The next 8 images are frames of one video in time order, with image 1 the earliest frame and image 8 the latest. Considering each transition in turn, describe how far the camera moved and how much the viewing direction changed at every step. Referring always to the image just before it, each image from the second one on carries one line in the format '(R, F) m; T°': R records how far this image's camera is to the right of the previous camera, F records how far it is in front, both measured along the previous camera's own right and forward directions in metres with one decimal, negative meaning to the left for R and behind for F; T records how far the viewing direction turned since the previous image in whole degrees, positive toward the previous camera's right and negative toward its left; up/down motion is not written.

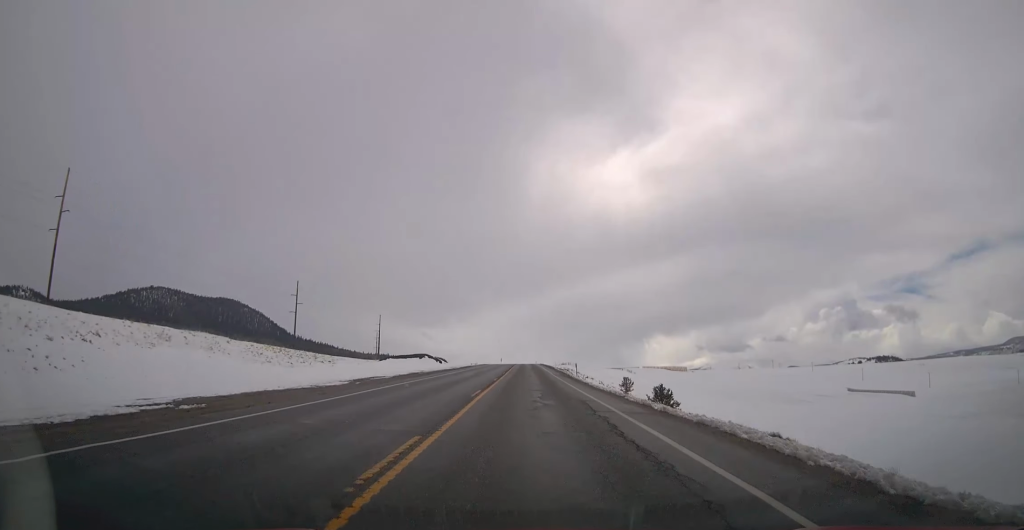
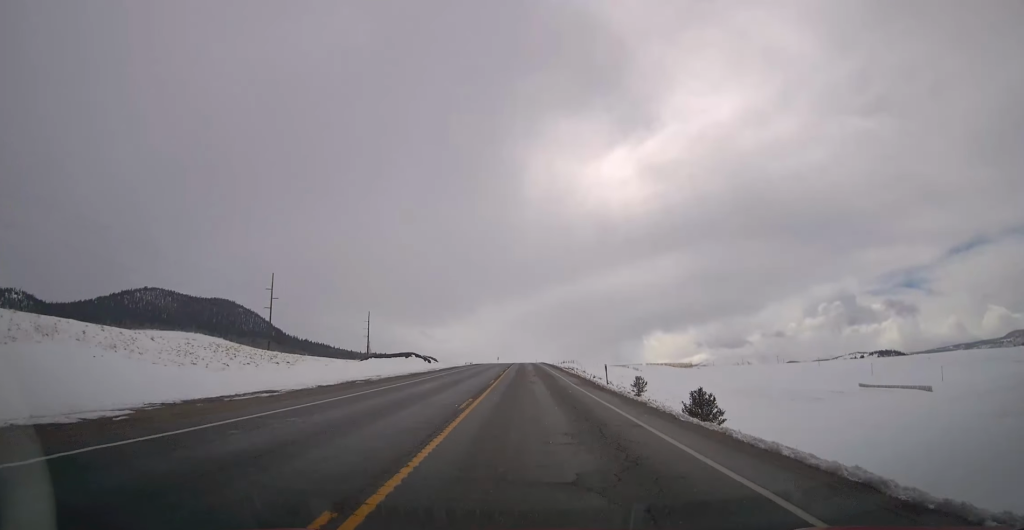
(+0.1, +16.1) m; -1°
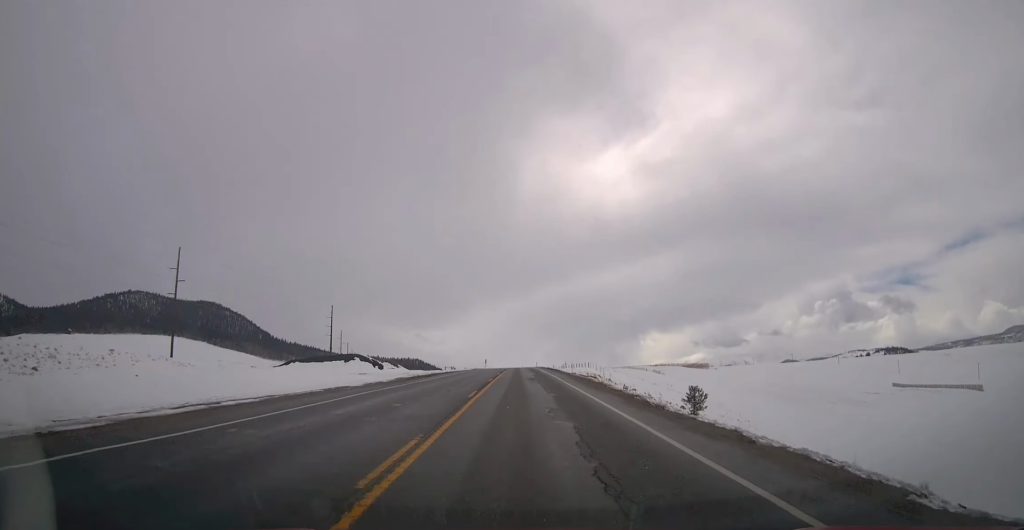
(-0.6, +44.8) m; -1°
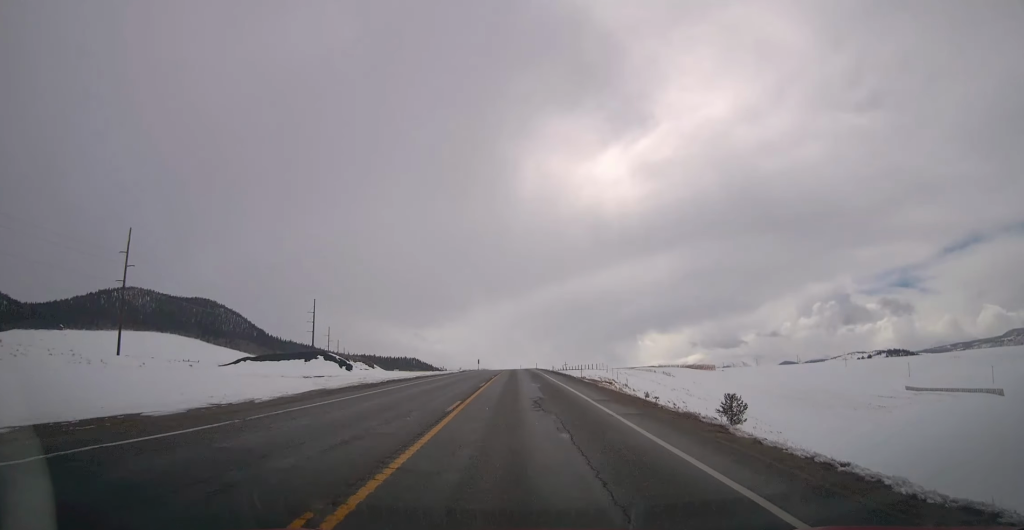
(+0.1, +16.3) m; 0°
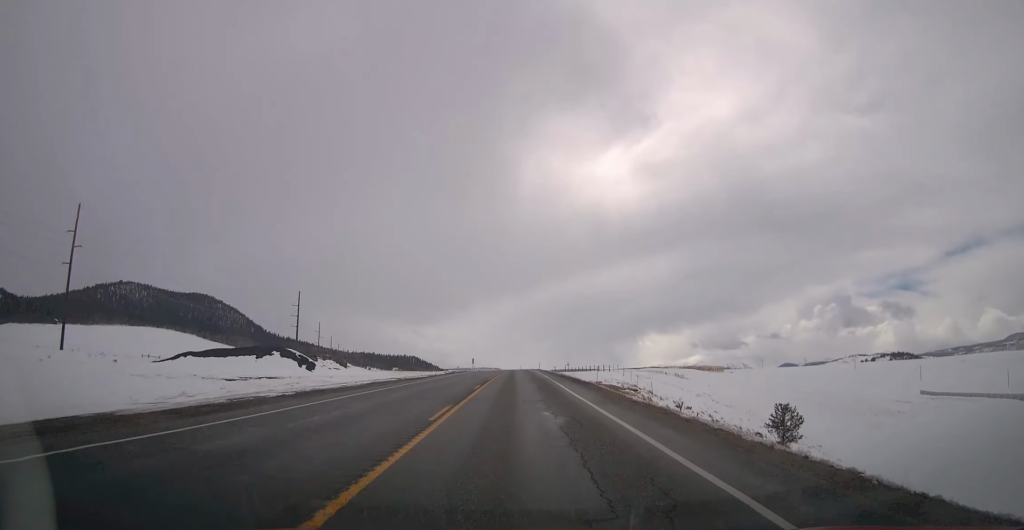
(-0.1, +13.9) m; 0°
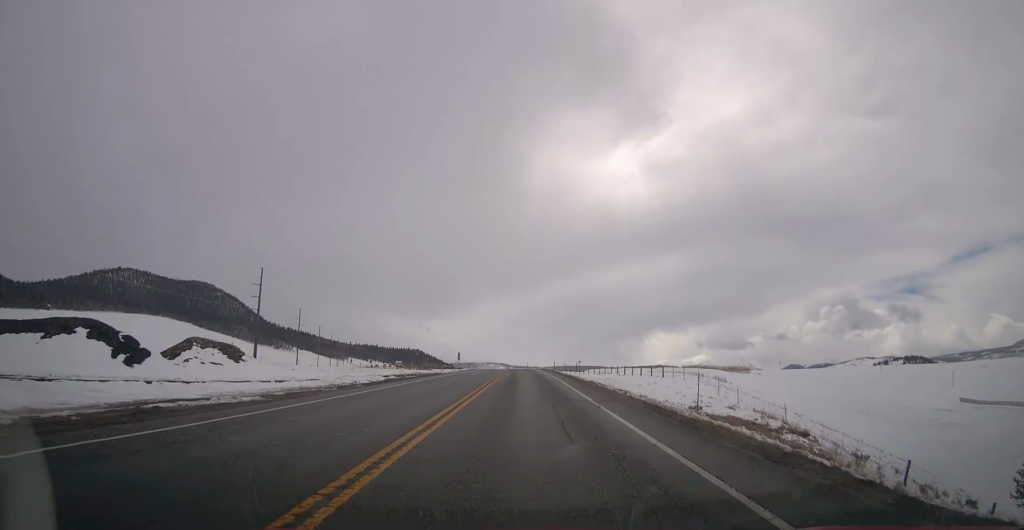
(0.0, +30.8) m; 0°
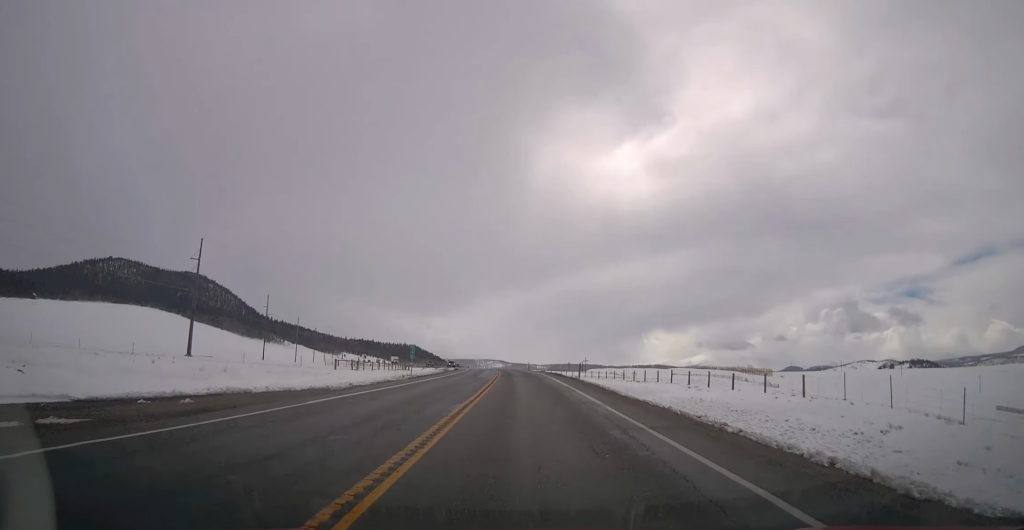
(0.0, +30.0) m; 0°
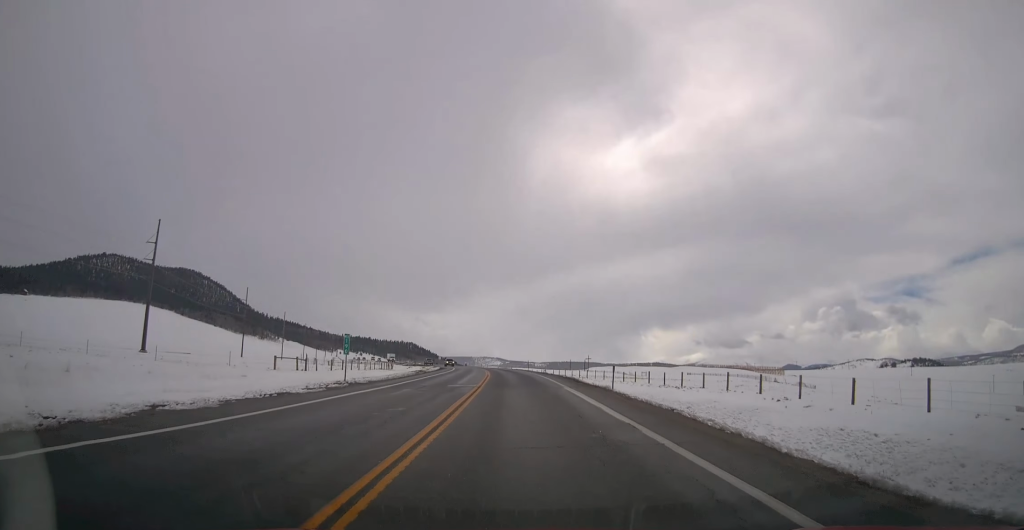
(+0.1, +15.6) m; 0°
